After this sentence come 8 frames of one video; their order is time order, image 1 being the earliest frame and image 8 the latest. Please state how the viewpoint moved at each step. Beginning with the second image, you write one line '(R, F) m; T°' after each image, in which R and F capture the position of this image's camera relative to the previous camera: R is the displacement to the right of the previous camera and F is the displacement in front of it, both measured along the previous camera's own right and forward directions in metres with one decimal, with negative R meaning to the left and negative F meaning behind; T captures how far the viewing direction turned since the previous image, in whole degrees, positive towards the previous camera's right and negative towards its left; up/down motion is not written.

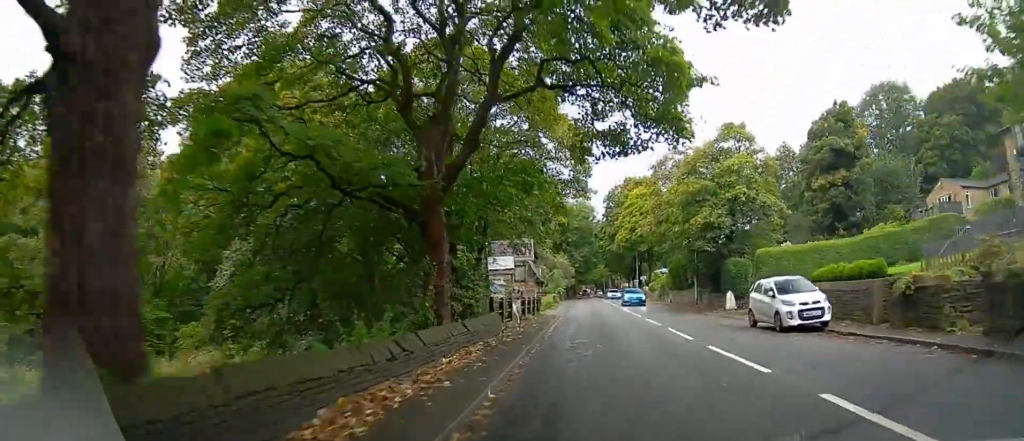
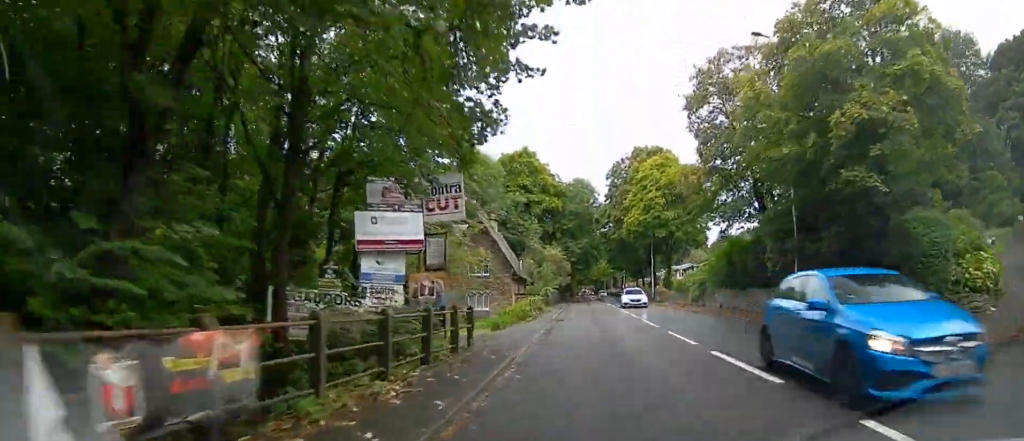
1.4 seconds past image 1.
(+0.2, +18.9) m; +2°
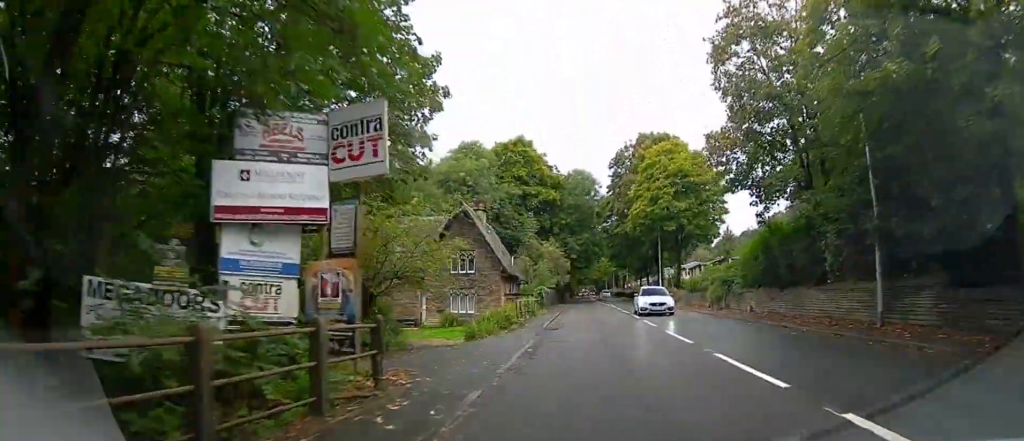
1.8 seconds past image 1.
(0.0, +5.8) m; +1°
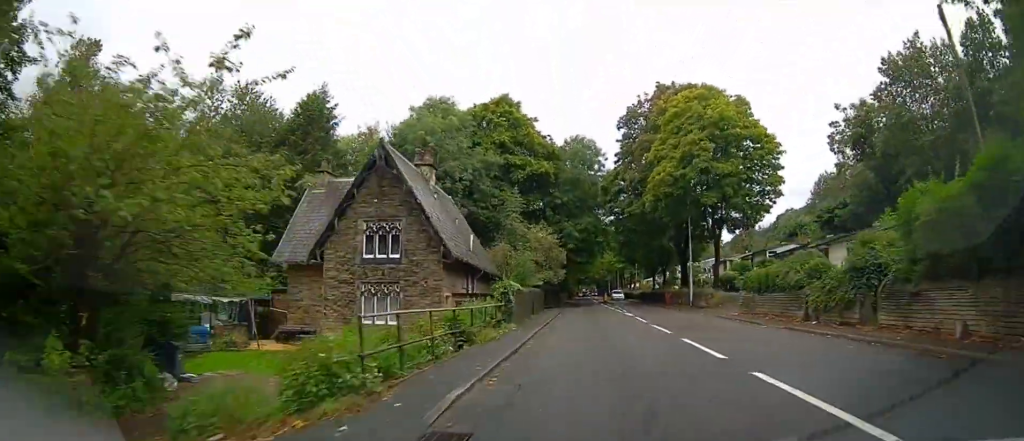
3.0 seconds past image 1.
(+0.3, +15.0) m; 0°
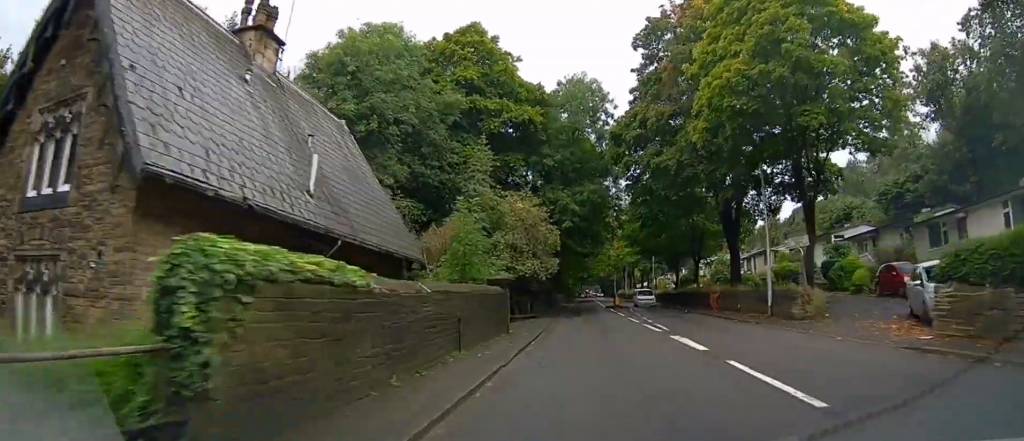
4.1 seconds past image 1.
(-0.3, +16.3) m; -1°
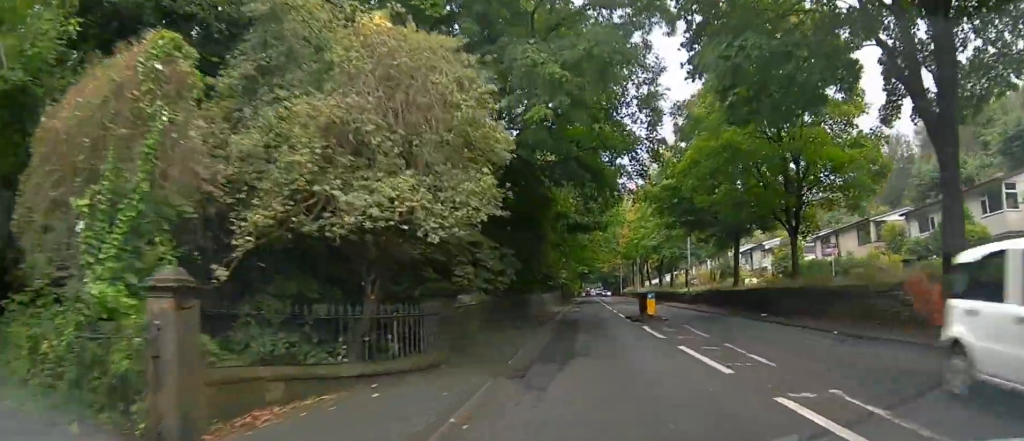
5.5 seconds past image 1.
(0.0, +20.8) m; 0°
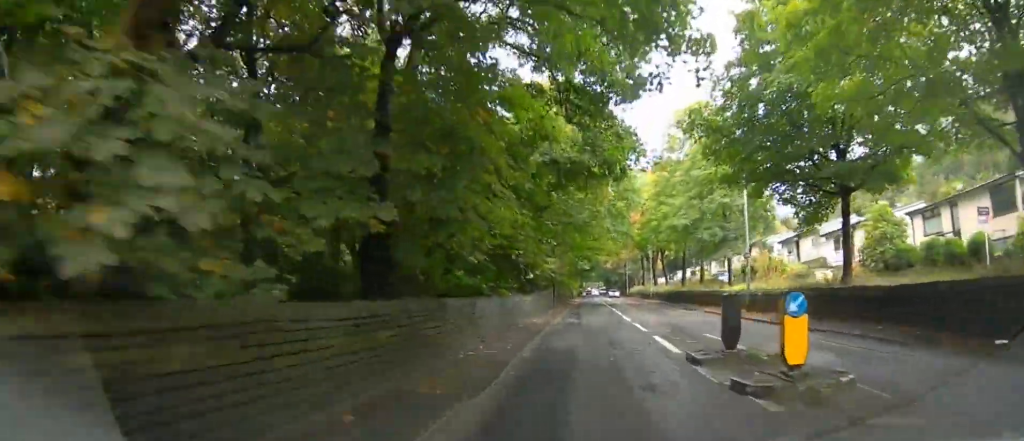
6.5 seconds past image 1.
(0.0, +14.0) m; +1°
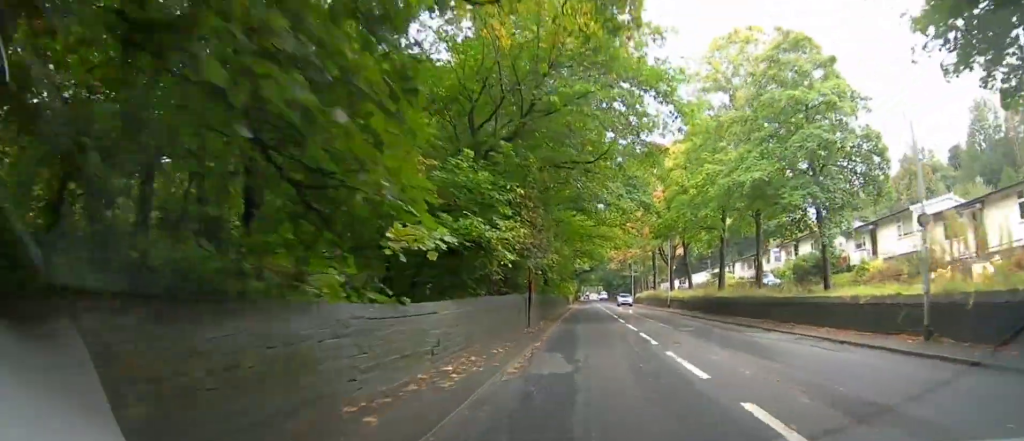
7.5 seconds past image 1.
(+0.1, +14.5) m; +1°
